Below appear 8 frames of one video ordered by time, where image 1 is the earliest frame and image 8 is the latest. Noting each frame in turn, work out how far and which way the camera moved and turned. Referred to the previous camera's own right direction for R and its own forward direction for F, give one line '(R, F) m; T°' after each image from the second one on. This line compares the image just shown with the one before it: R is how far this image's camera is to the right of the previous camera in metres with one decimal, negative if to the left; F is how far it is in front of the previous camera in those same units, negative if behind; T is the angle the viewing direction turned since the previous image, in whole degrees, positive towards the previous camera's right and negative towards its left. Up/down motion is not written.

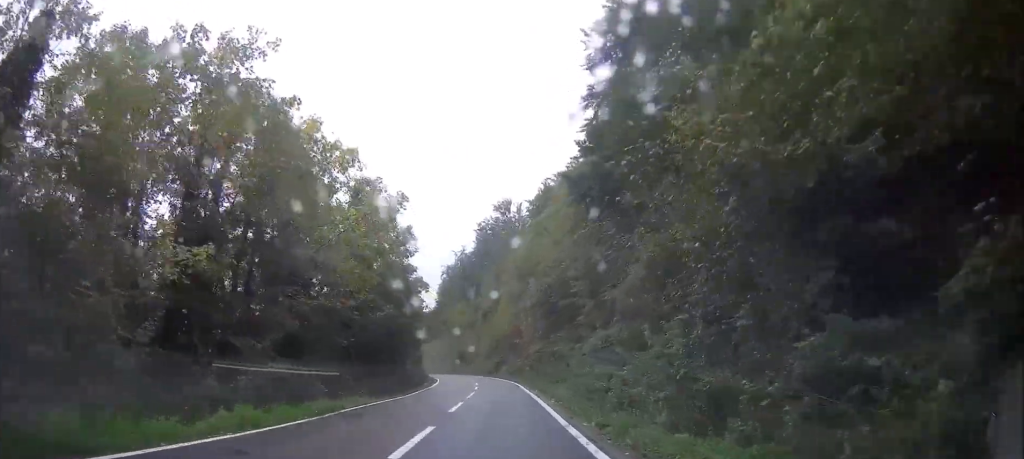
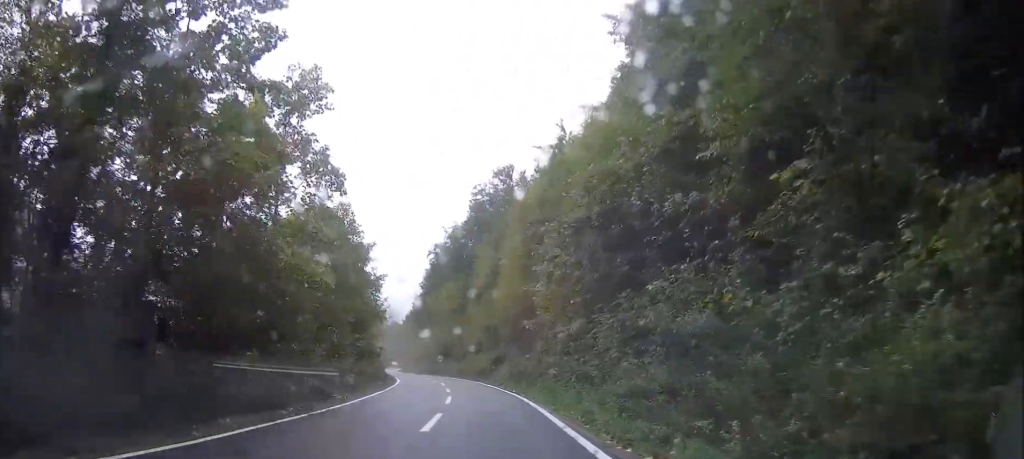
(-0.1, +26.0) m; 0°
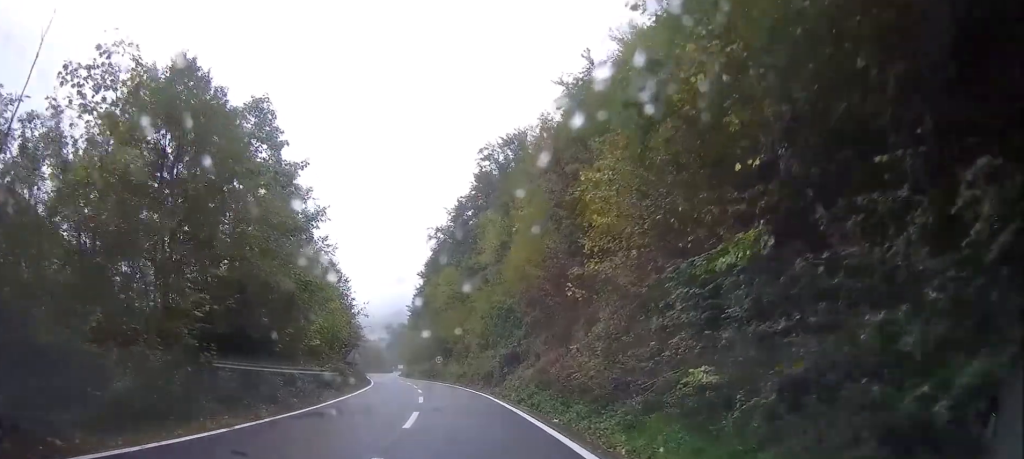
(-0.8, +19.1) m; -6°
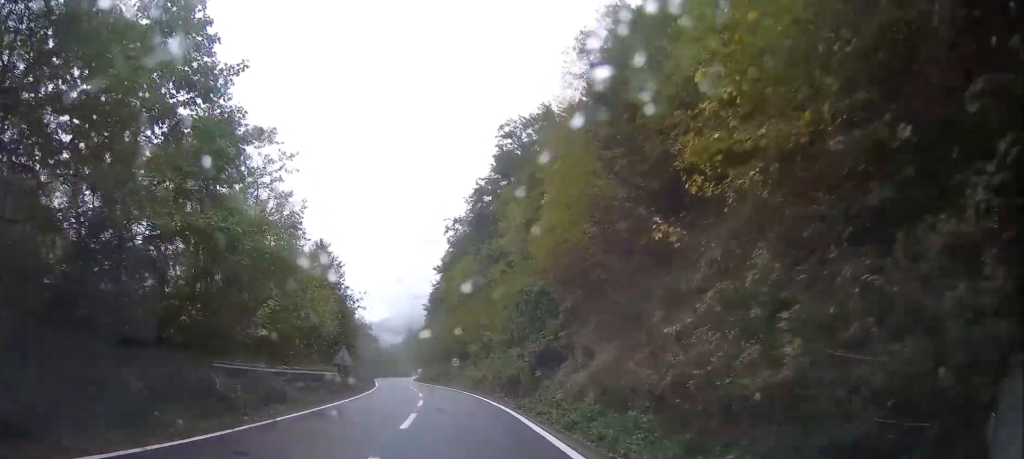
(-0.4, +9.8) m; -2°
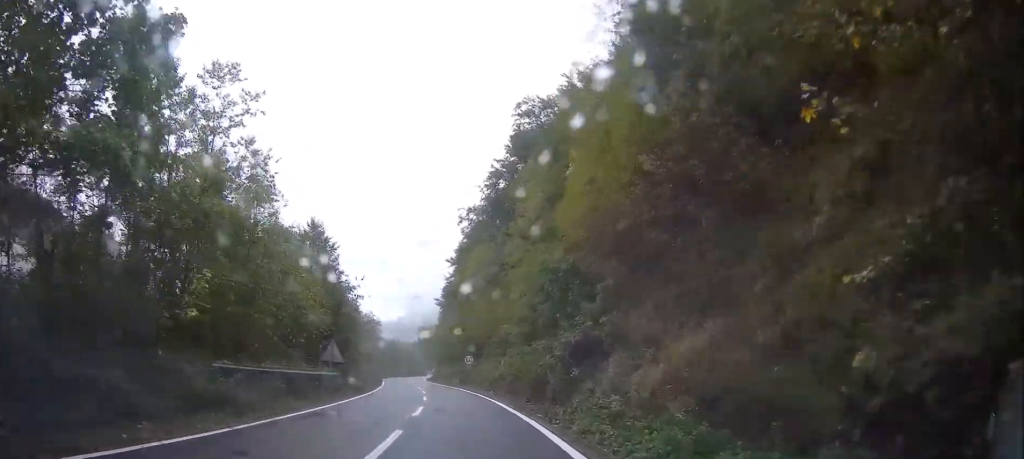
(0.0, +6.1) m; 0°
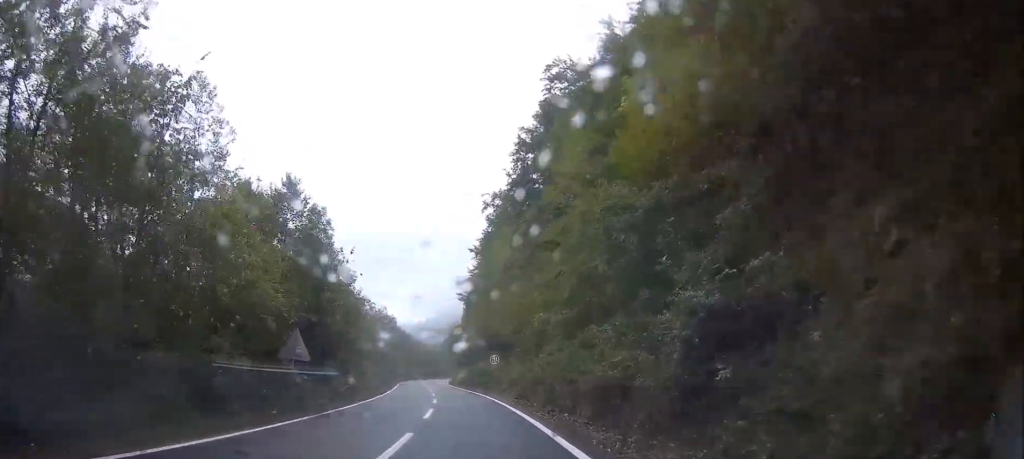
(0.0, +9.4) m; 0°
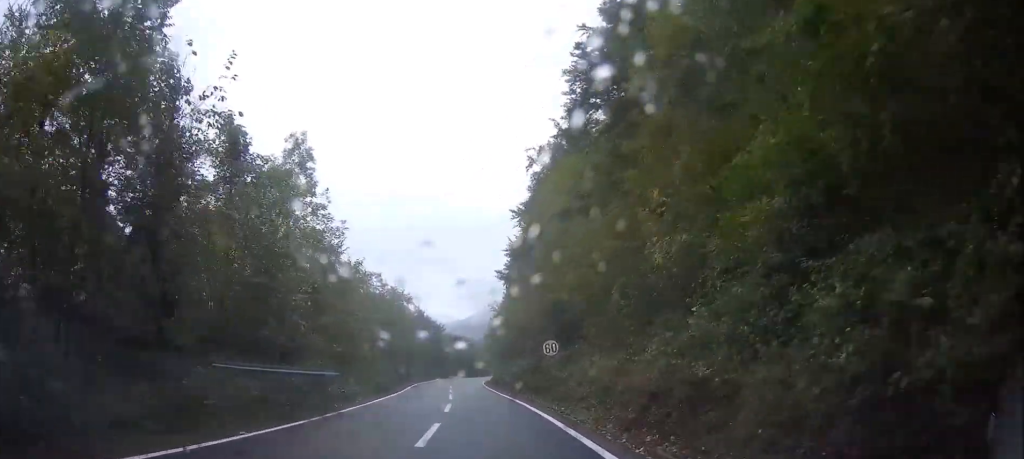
(0.0, +17.7) m; -1°
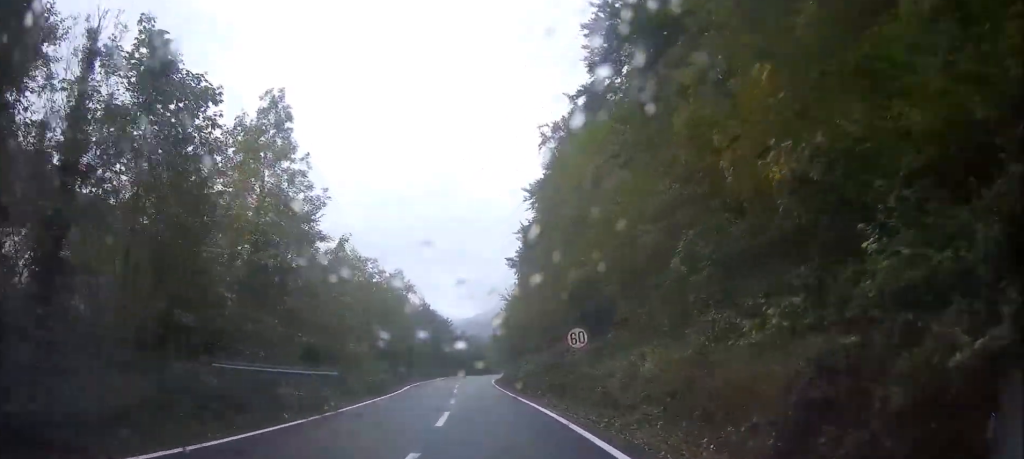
(+0.1, +6.3) m; -1°
